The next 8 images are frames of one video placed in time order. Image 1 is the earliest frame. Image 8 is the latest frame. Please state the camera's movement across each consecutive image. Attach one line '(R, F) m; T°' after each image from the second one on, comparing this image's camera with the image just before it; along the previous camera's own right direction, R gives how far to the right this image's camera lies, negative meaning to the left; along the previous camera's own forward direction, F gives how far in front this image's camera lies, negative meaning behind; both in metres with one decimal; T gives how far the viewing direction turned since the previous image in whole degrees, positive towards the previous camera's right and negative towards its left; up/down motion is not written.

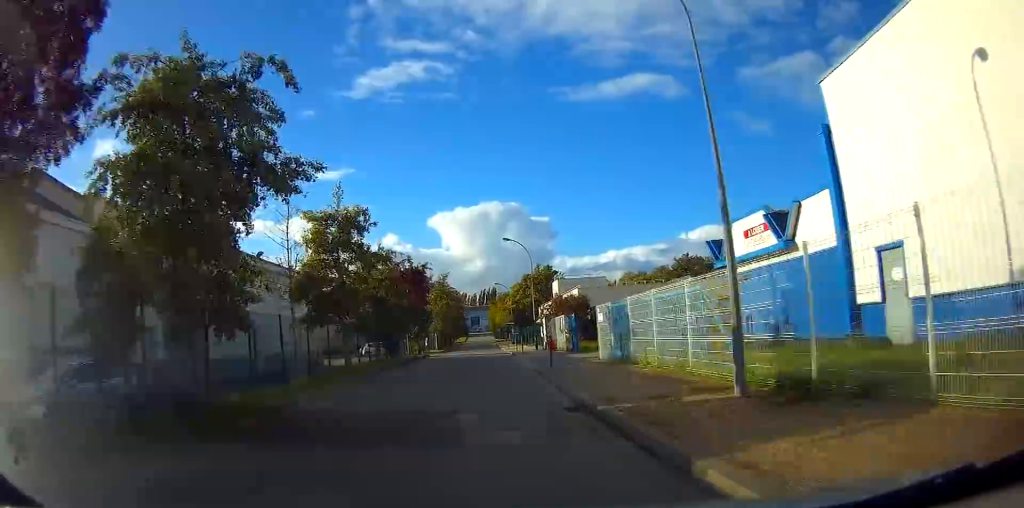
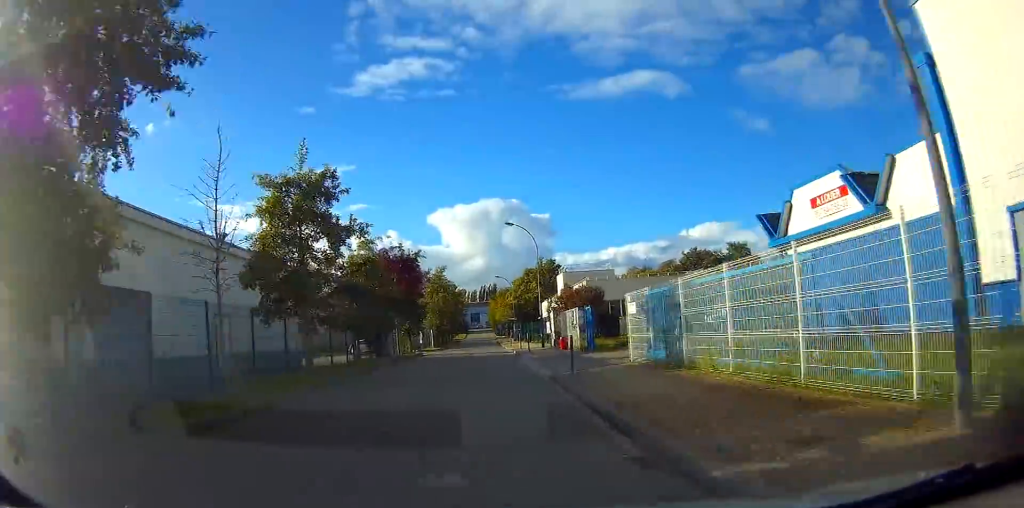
(0.0, +4.7) m; 0°
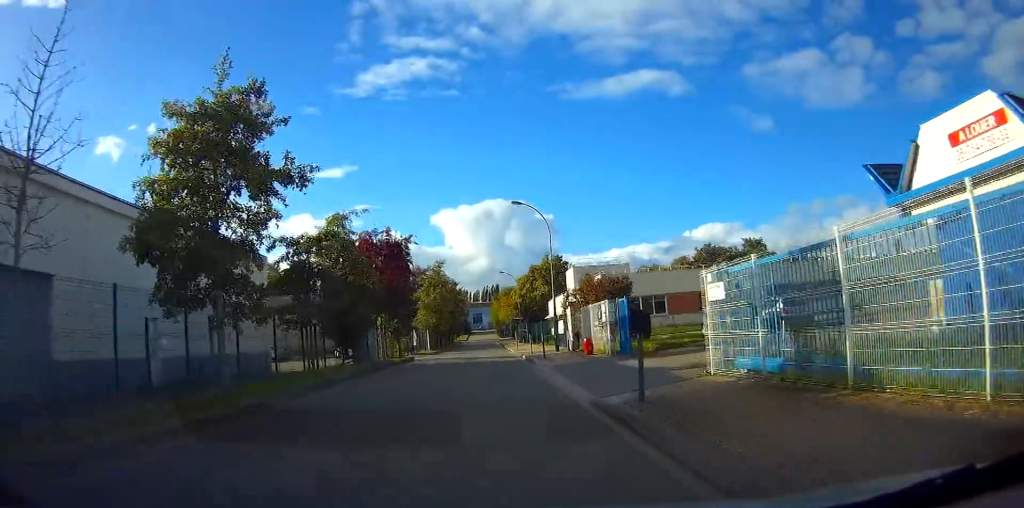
(0.0, +6.1) m; -1°
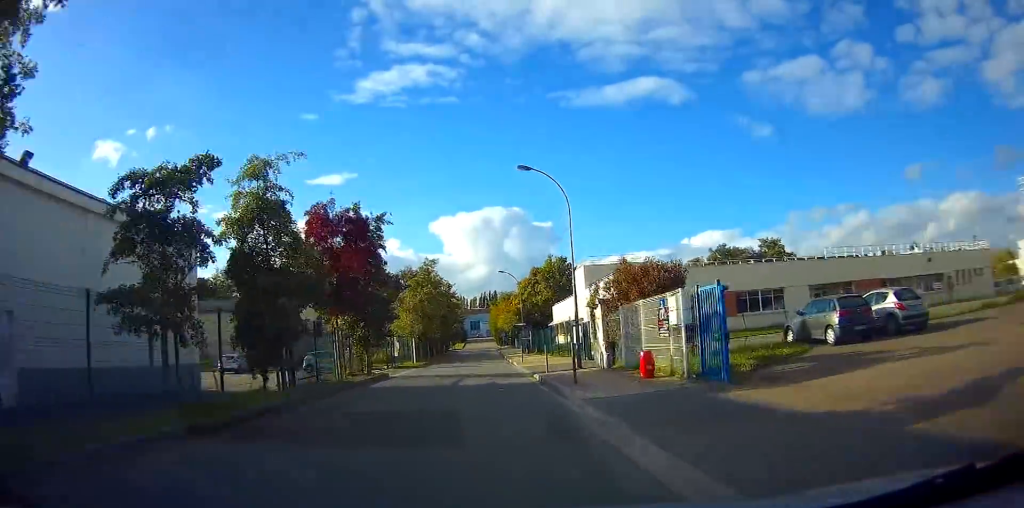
(-0.1, +8.3) m; -3°
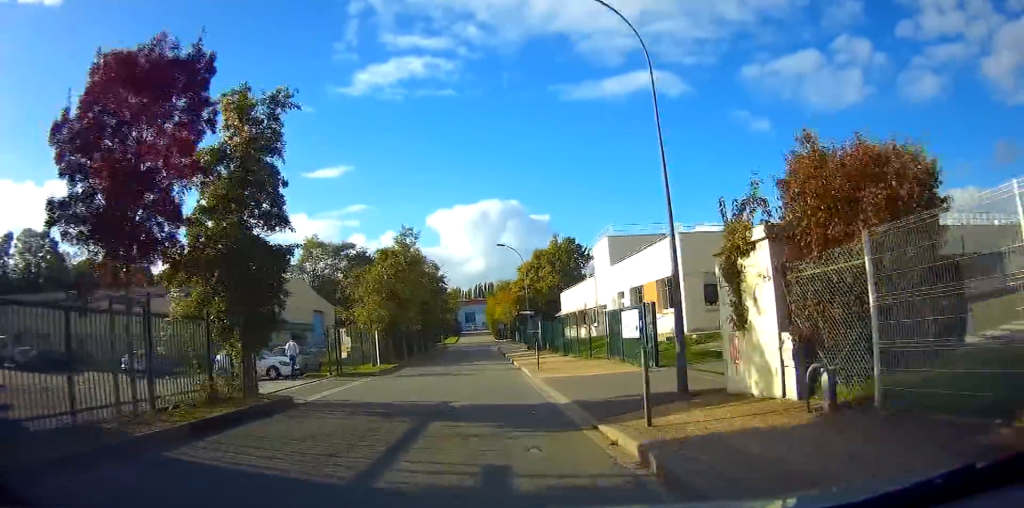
(-0.2, +12.6) m; +1°
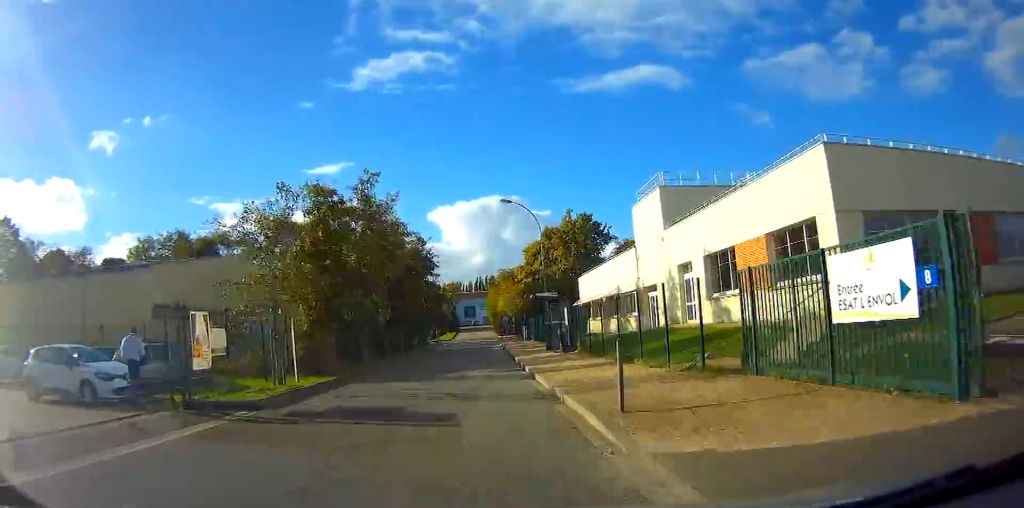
(+0.4, +13.2) m; +2°
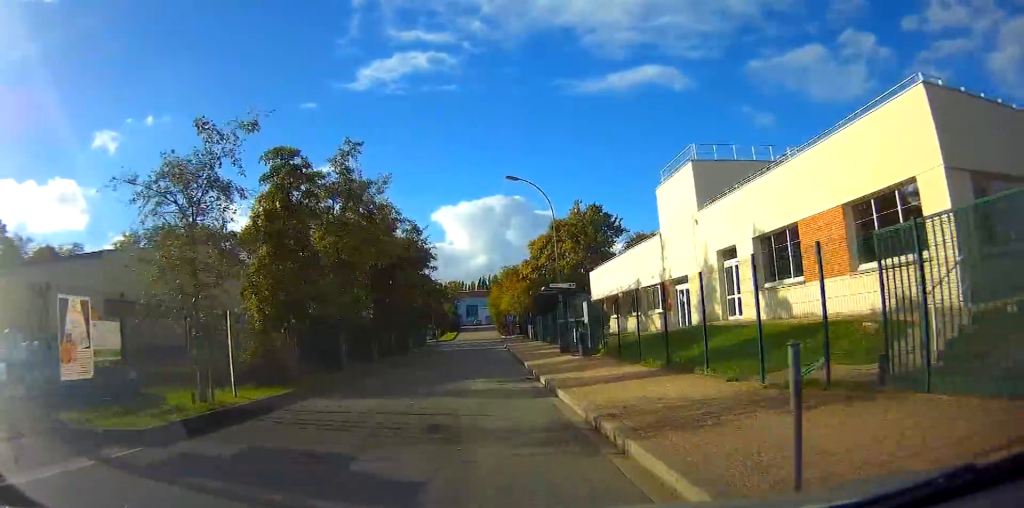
(0.0, +4.5) m; 0°
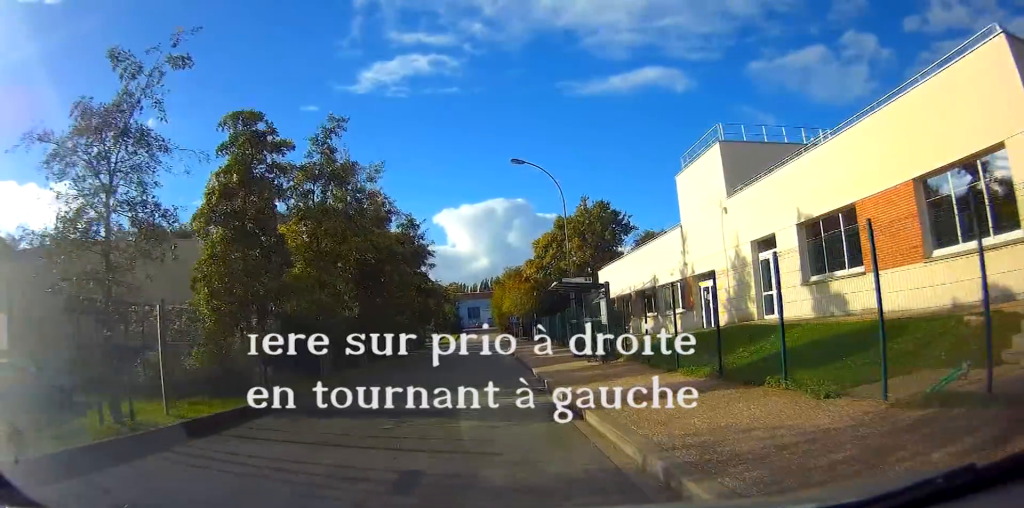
(0.0, +3.1) m; -1°
